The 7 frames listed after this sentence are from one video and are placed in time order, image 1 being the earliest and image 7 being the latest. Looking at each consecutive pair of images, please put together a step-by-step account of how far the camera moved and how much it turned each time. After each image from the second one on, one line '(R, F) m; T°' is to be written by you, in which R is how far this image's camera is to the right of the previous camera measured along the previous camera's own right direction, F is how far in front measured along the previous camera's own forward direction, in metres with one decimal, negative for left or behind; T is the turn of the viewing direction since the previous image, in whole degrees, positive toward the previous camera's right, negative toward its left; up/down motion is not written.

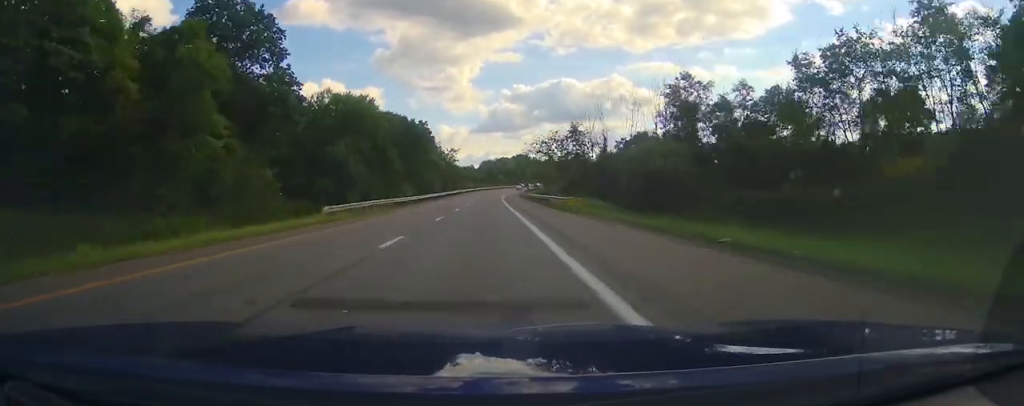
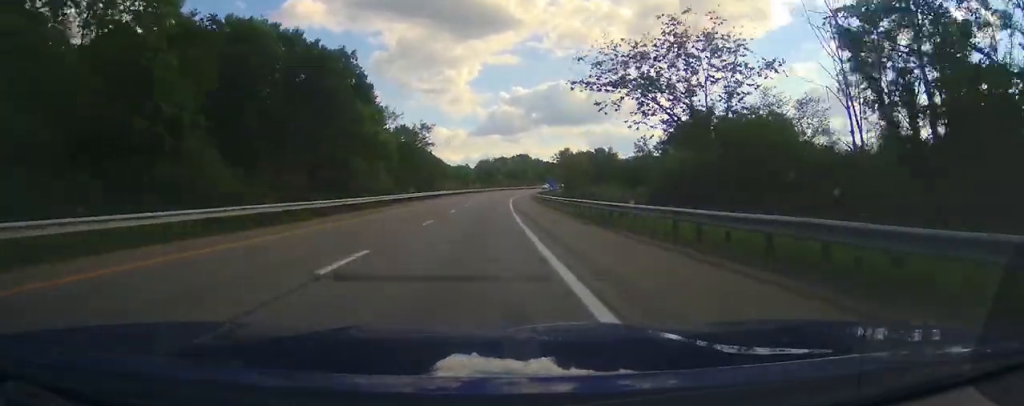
(+0.1, +52.7) m; +1°
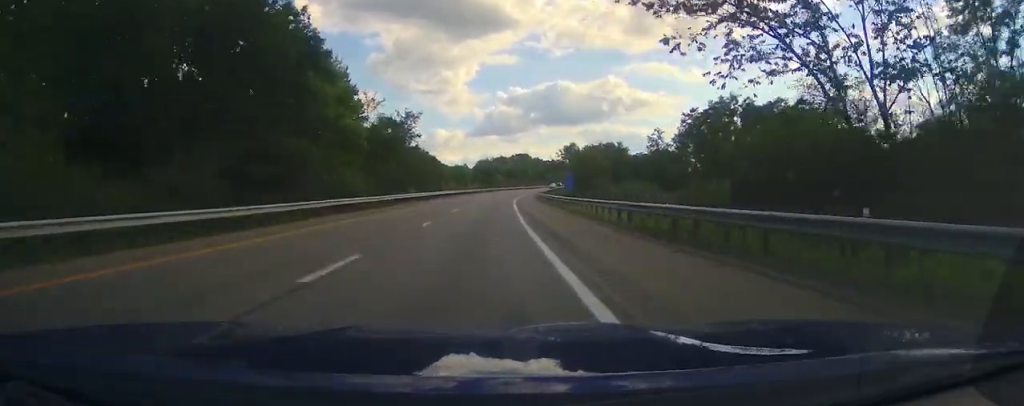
(-0.3, +13.2) m; +1°
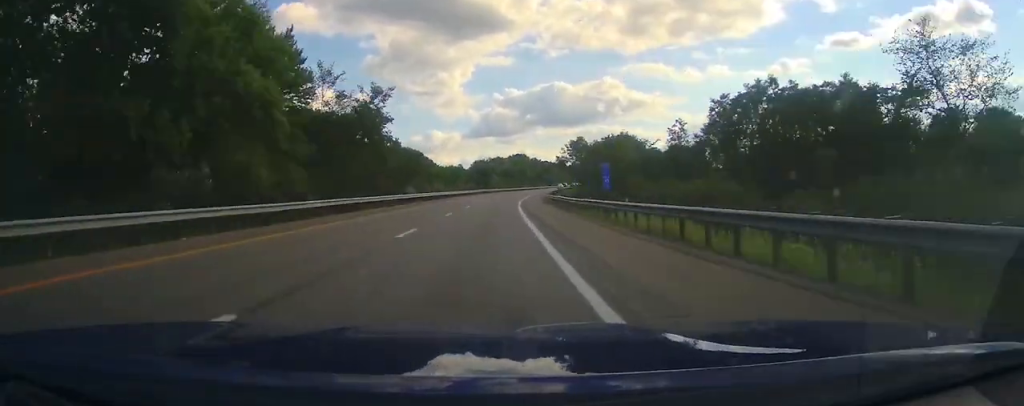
(+0.5, +17.5) m; +1°
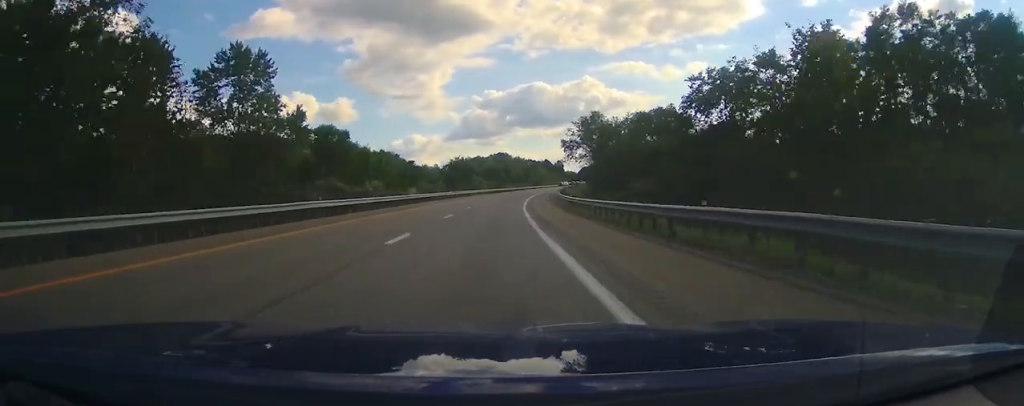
(+1.0, +38.1) m; +1°
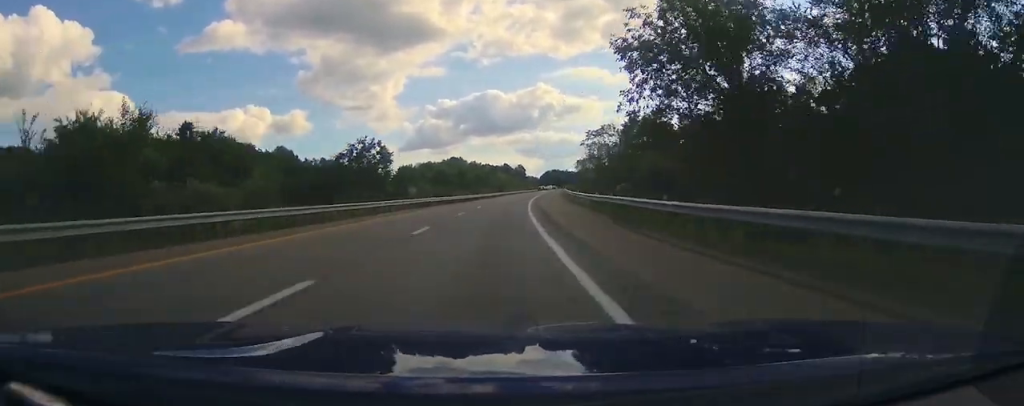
(0.0, +57.1) m; 0°
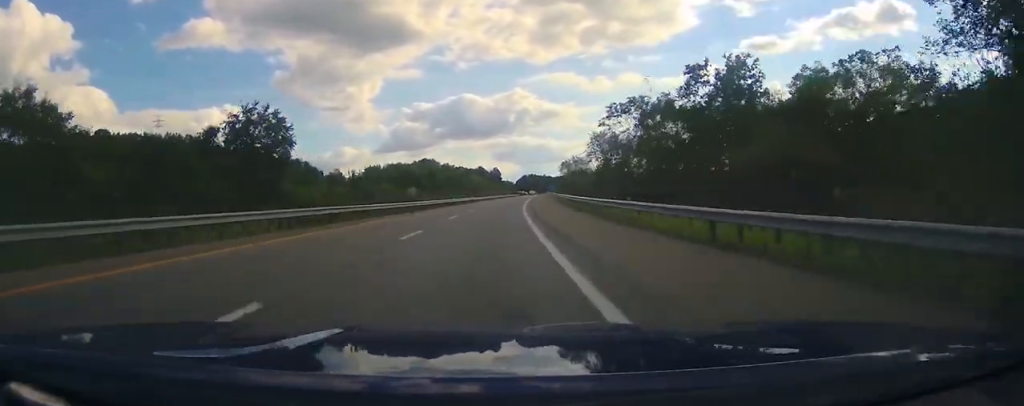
(0.0, +25.7) m; +1°
